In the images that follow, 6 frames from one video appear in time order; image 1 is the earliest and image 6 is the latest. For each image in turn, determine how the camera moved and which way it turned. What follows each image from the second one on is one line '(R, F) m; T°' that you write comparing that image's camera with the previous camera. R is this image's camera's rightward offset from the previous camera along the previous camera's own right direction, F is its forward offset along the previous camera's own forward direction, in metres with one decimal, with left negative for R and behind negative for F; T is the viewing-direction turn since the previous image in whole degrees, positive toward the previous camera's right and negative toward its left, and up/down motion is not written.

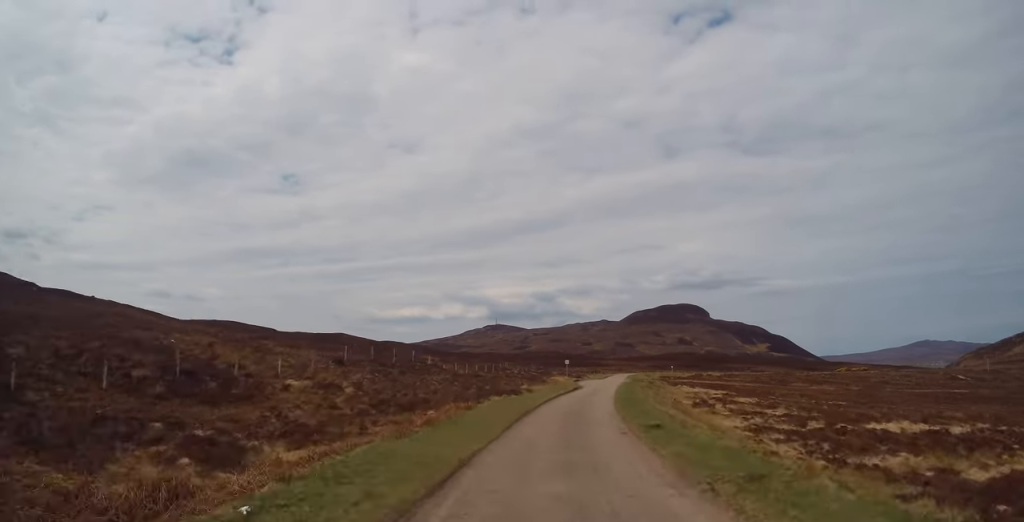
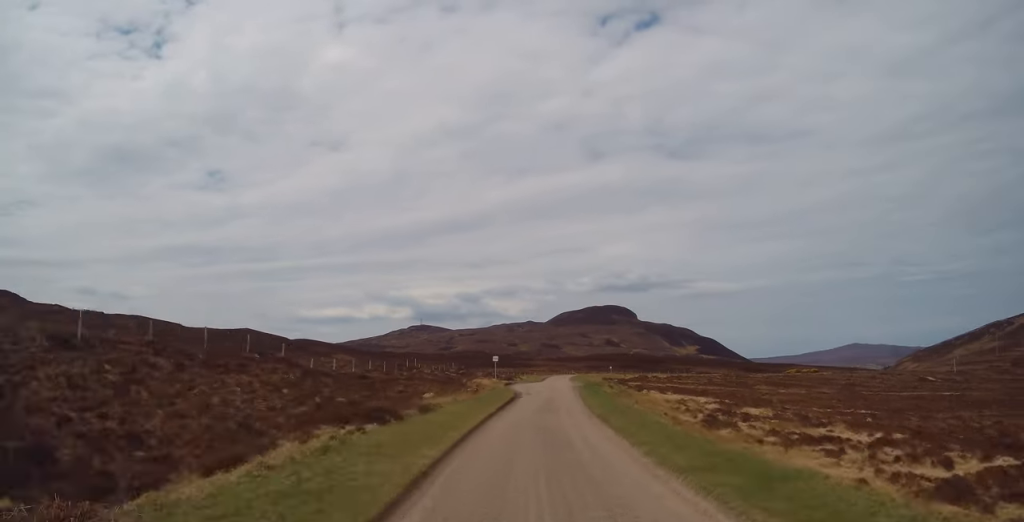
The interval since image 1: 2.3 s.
(+0.6, +21.8) m; +2°
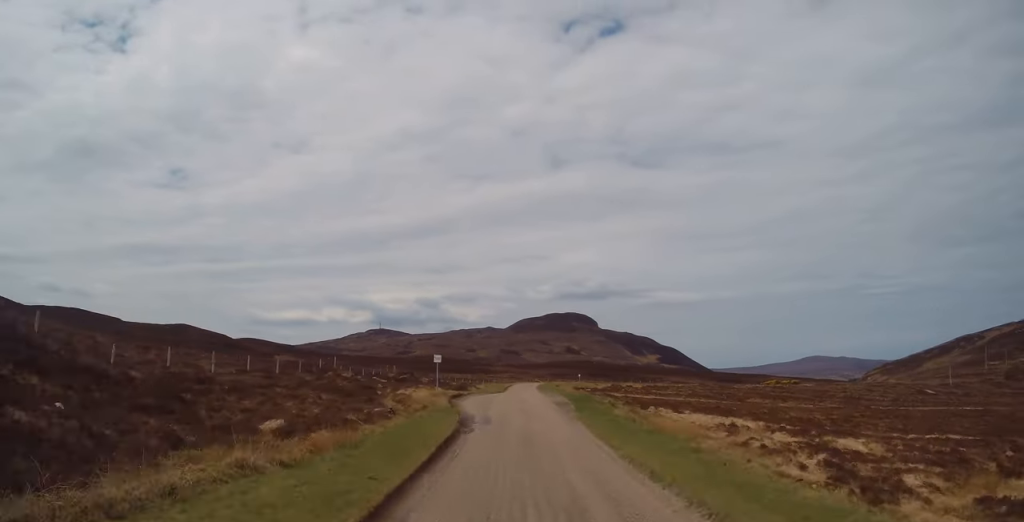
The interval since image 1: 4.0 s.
(+0.5, +23.2) m; +1°
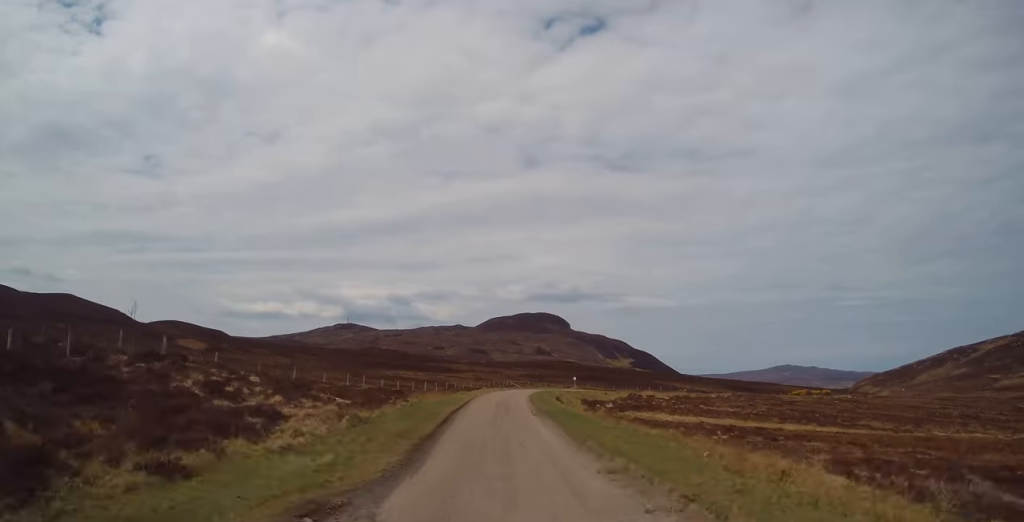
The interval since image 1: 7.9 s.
(+1.0, +50.4) m; +5°
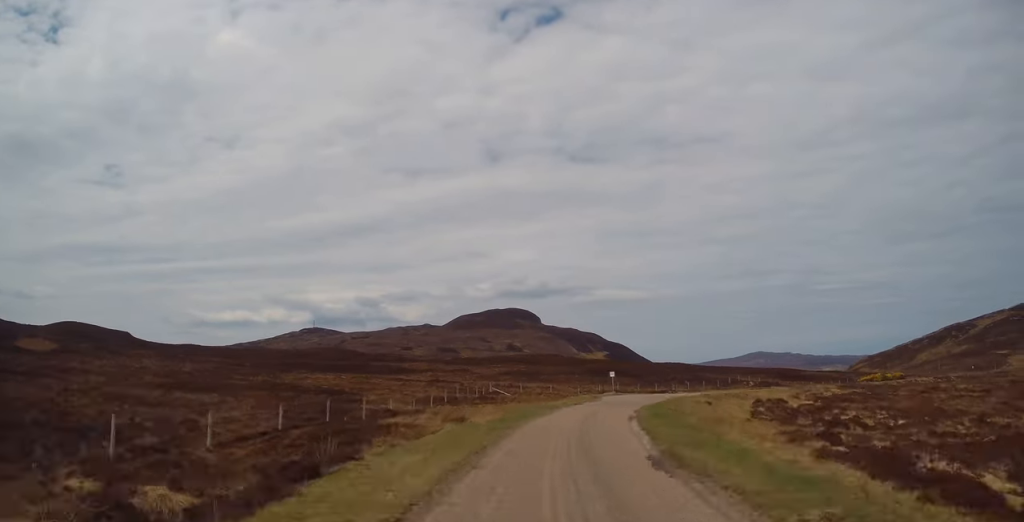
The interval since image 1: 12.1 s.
(+4.3, +53.5) m; +16°
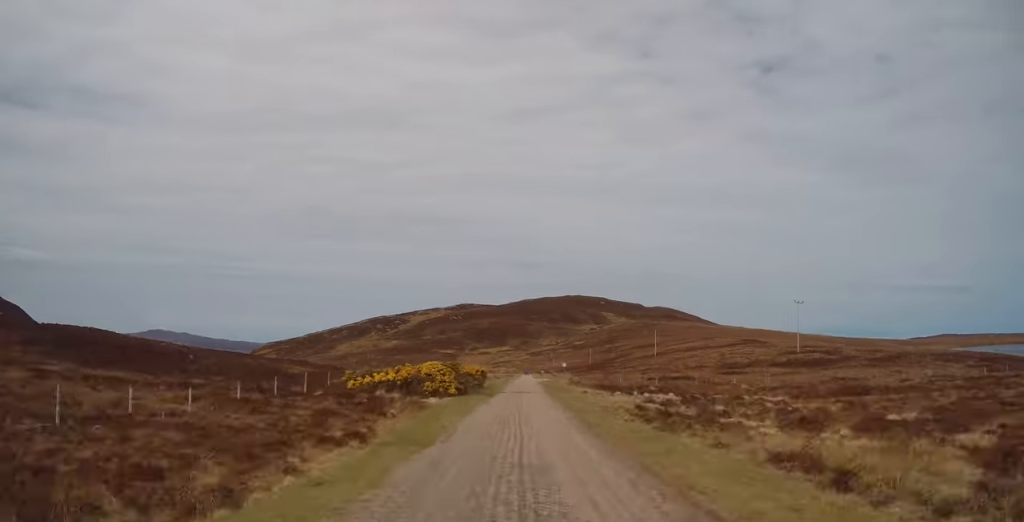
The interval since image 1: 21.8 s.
(+37.0, +104.9) m; +36°
